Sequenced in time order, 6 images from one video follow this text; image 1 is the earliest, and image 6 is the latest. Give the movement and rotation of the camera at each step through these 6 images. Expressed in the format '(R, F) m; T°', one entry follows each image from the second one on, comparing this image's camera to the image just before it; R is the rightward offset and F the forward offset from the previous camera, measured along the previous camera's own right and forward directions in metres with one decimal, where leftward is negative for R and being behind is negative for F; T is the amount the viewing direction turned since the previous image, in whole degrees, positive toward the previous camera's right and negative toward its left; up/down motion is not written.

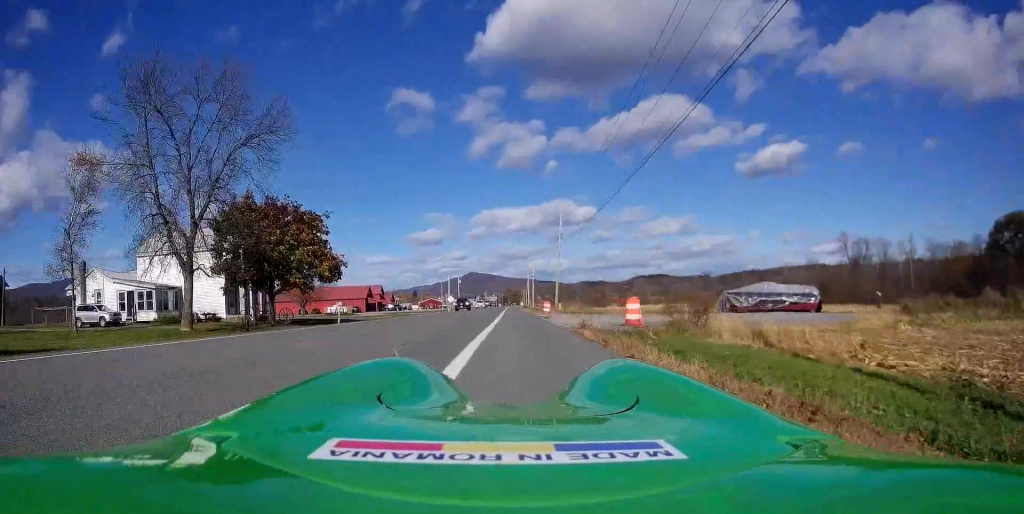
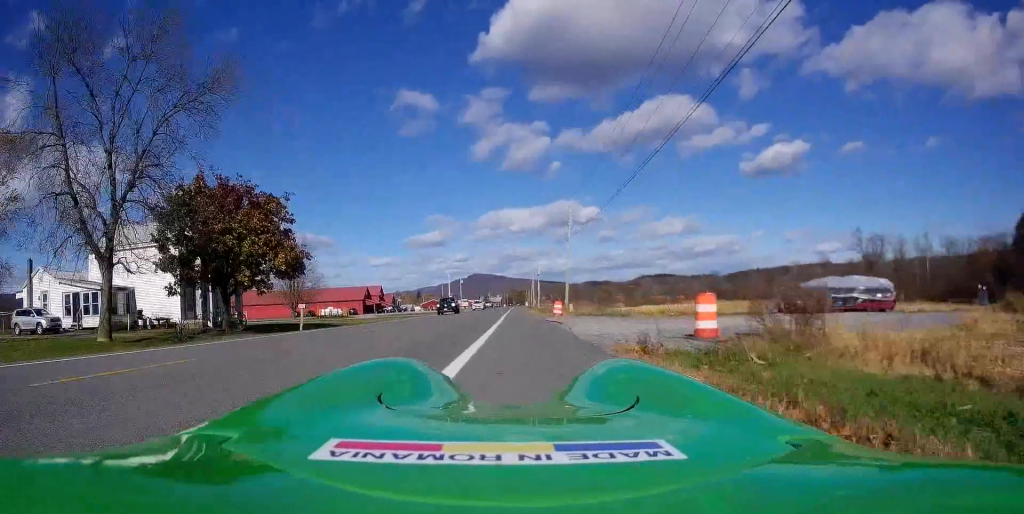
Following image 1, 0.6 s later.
(0.0, +7.9) m; +1°
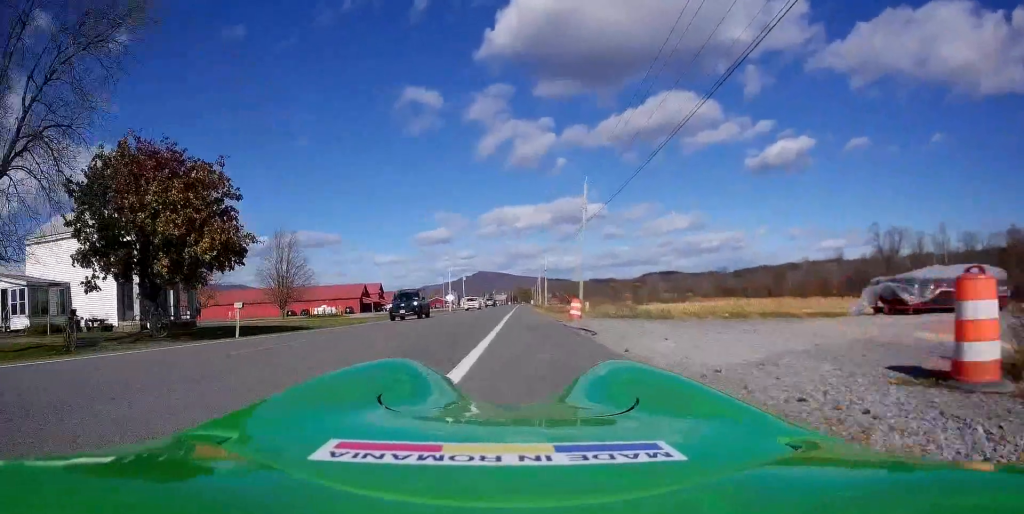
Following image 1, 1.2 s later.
(-0.1, +7.8) m; +1°
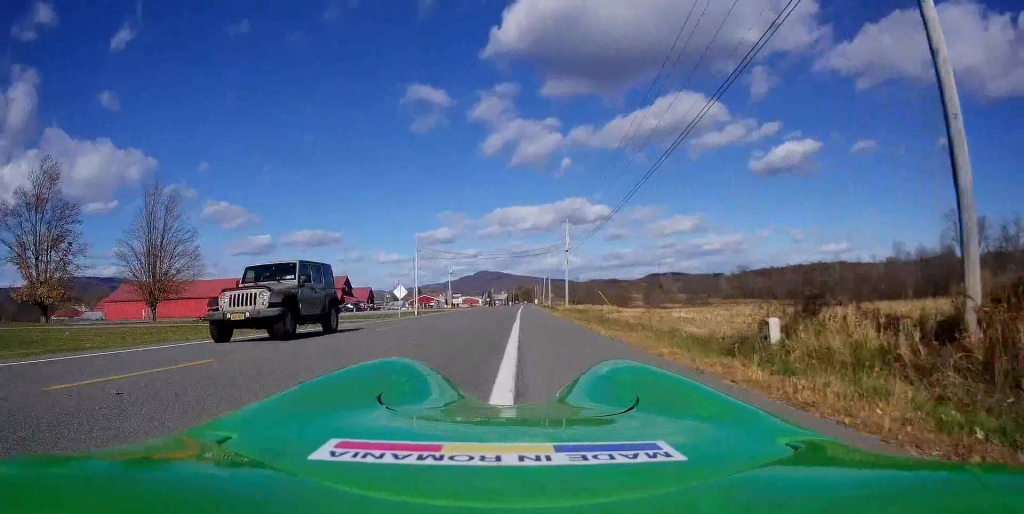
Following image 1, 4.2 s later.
(-1.2, +40.7) m; 0°
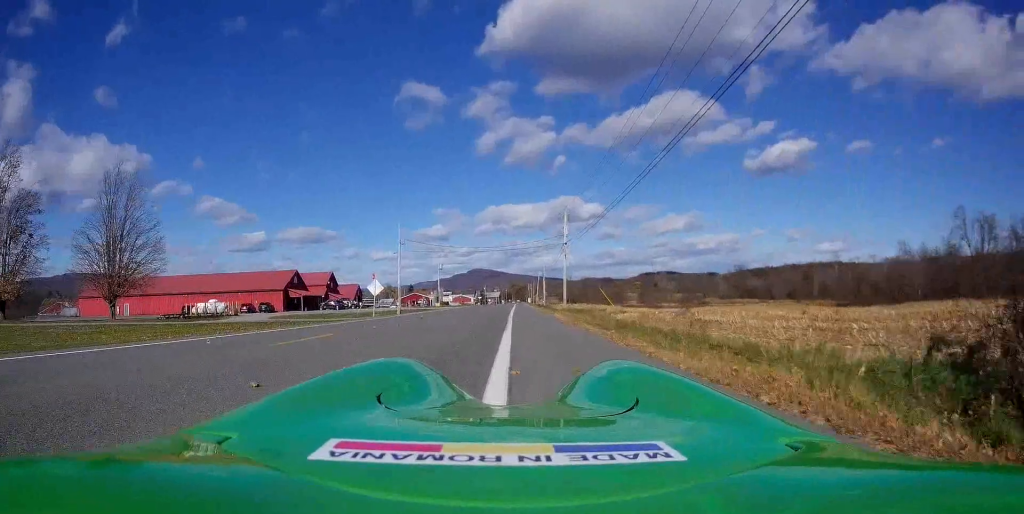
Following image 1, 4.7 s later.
(+0.2, +6.7) m; 0°
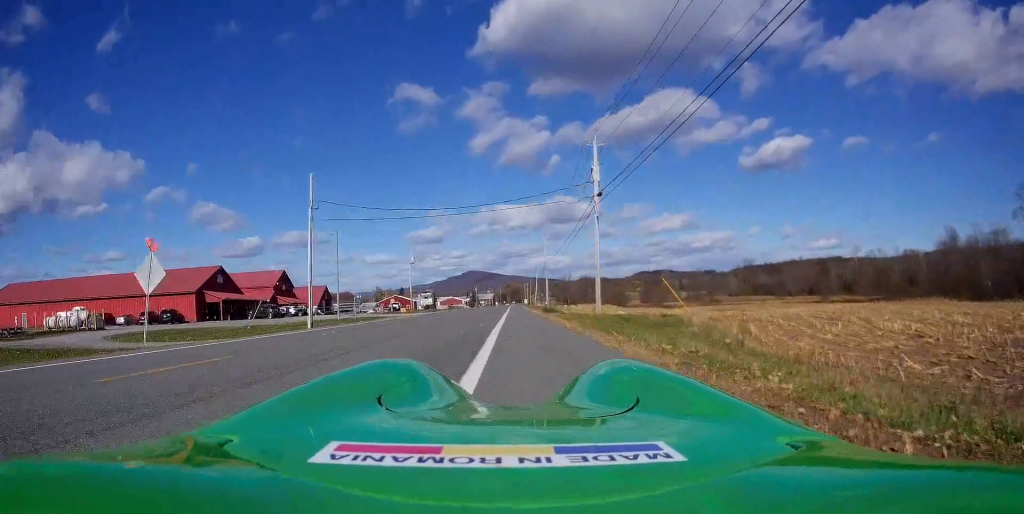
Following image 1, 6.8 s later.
(-0.6, +27.9) m; -1°
